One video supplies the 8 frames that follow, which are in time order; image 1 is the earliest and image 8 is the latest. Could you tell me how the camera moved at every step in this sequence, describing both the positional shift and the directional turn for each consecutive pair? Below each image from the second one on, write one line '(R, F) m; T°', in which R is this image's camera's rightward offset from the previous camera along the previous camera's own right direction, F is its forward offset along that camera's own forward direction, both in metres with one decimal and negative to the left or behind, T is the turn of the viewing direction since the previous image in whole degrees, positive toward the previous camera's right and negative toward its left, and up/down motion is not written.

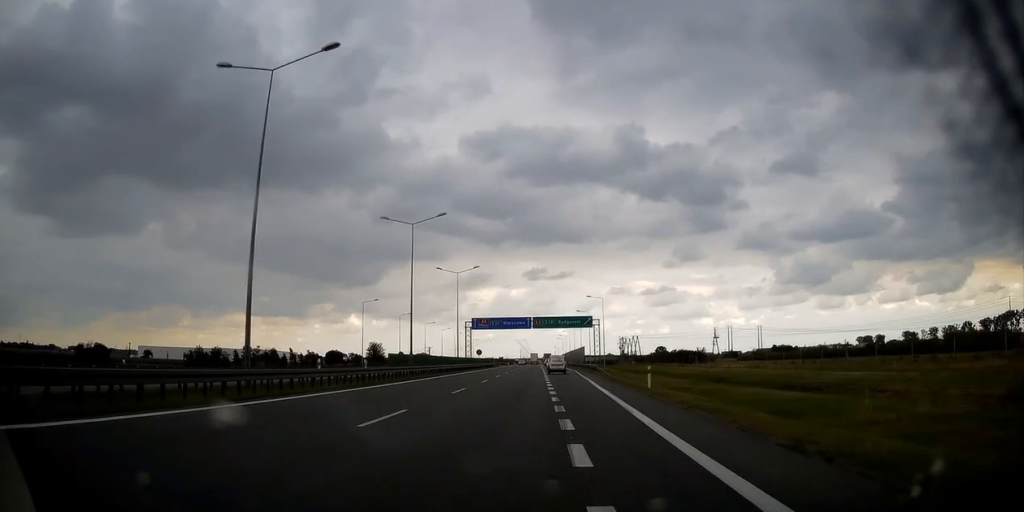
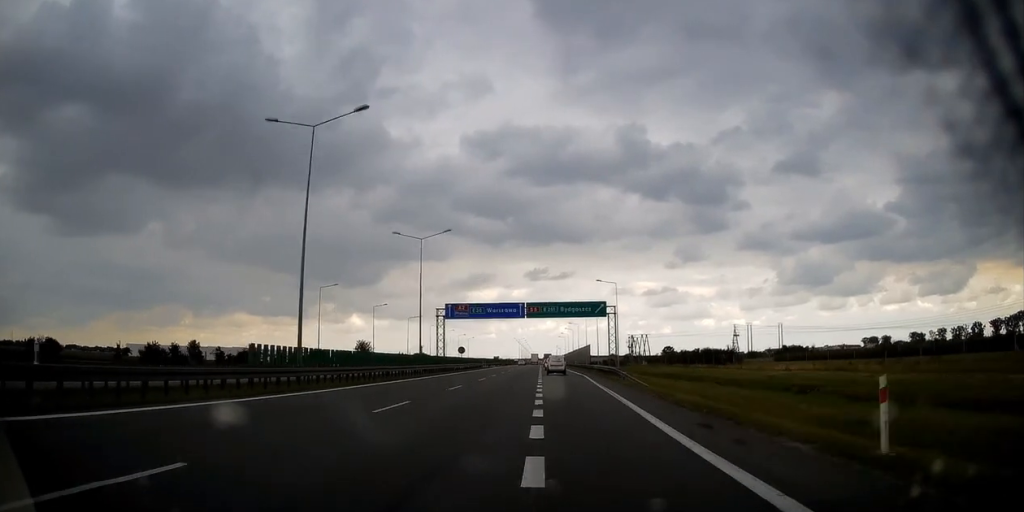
(0.0, +21.3) m; 0°
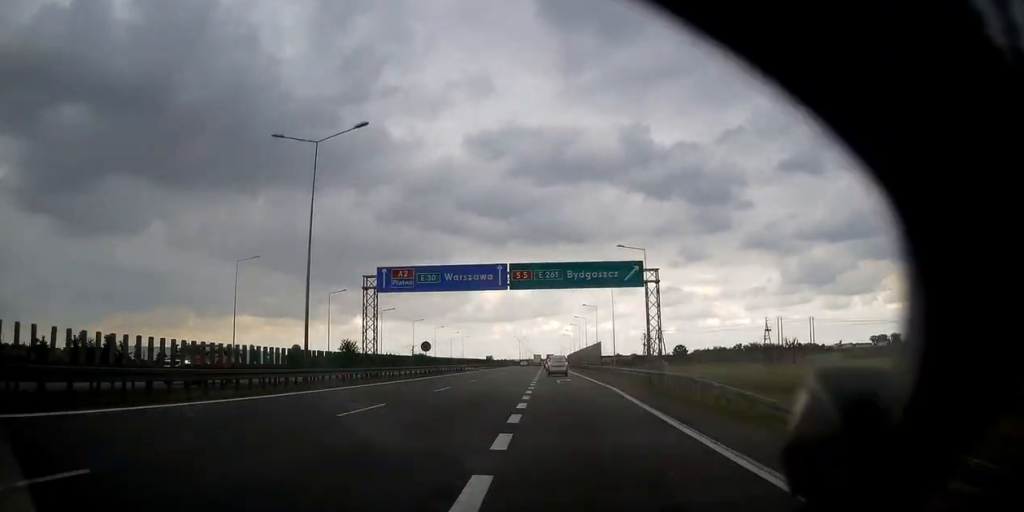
(-0.1, +26.0) m; 0°
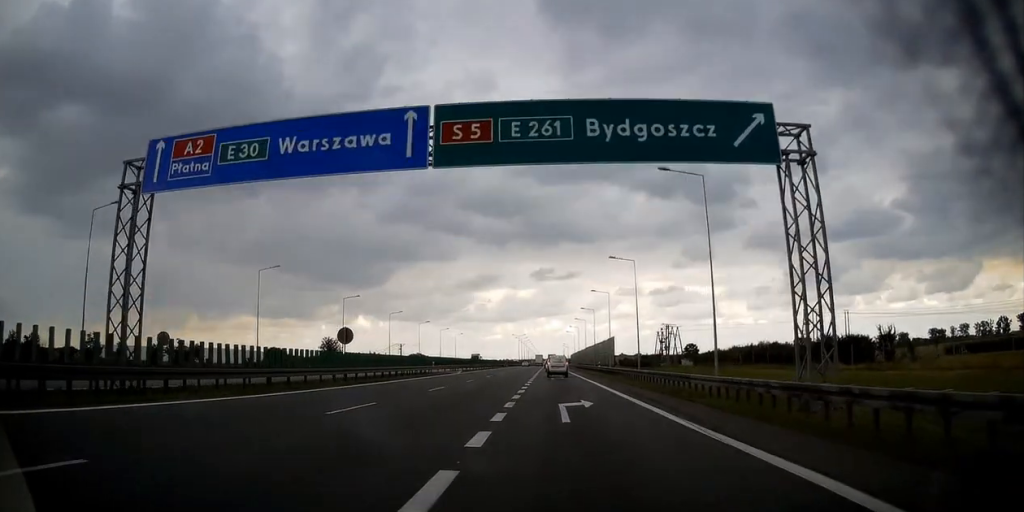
(+0.2, +24.2) m; 0°
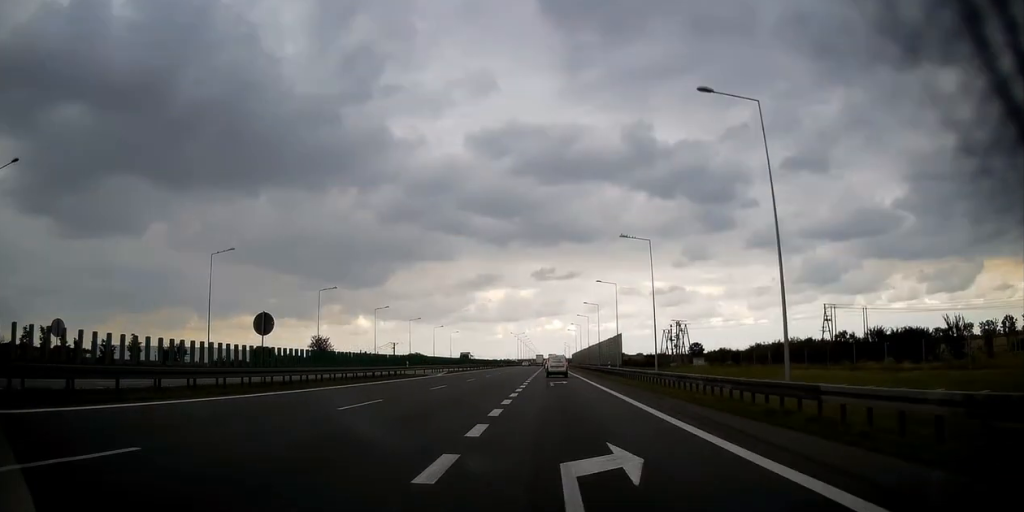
(-0.1, +10.8) m; 0°
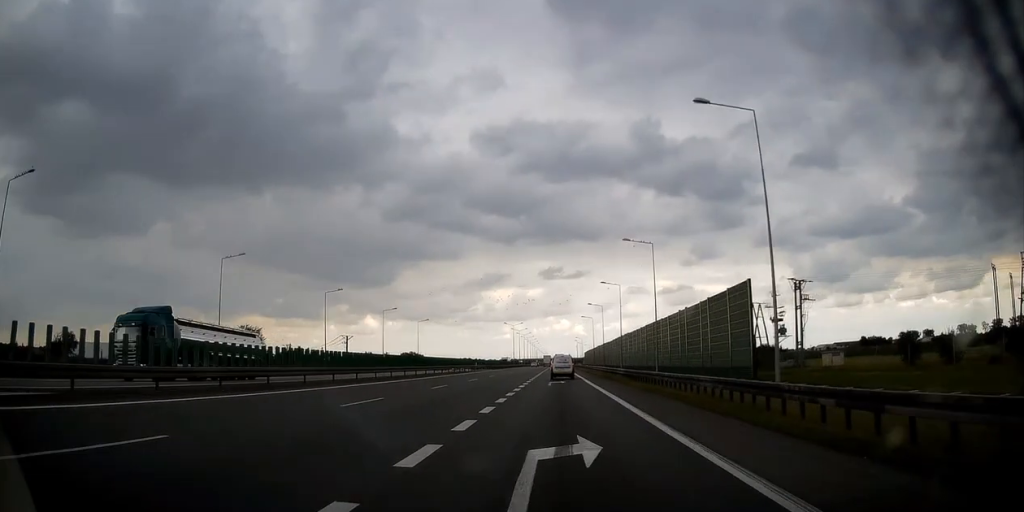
(-0.7, +59.3) m; -1°
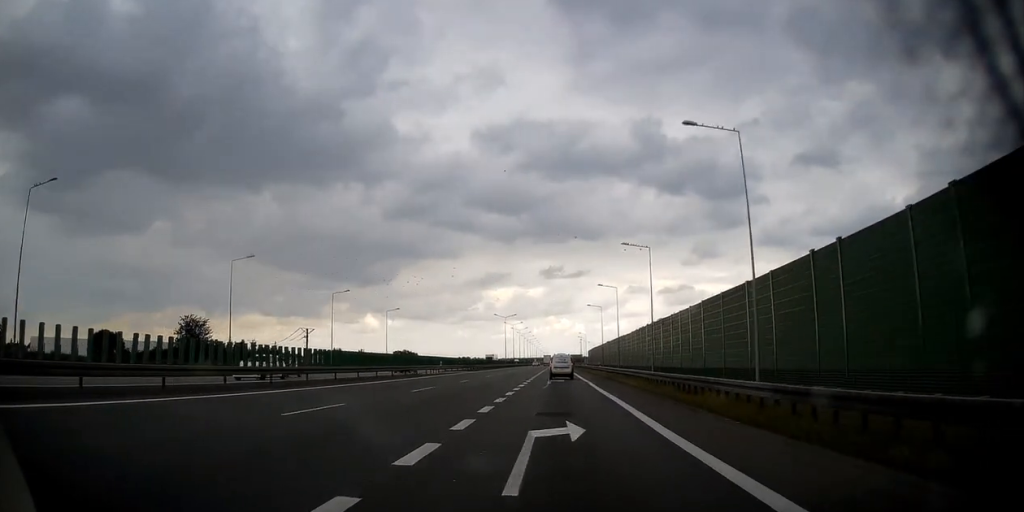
(0.0, +27.6) m; -1°
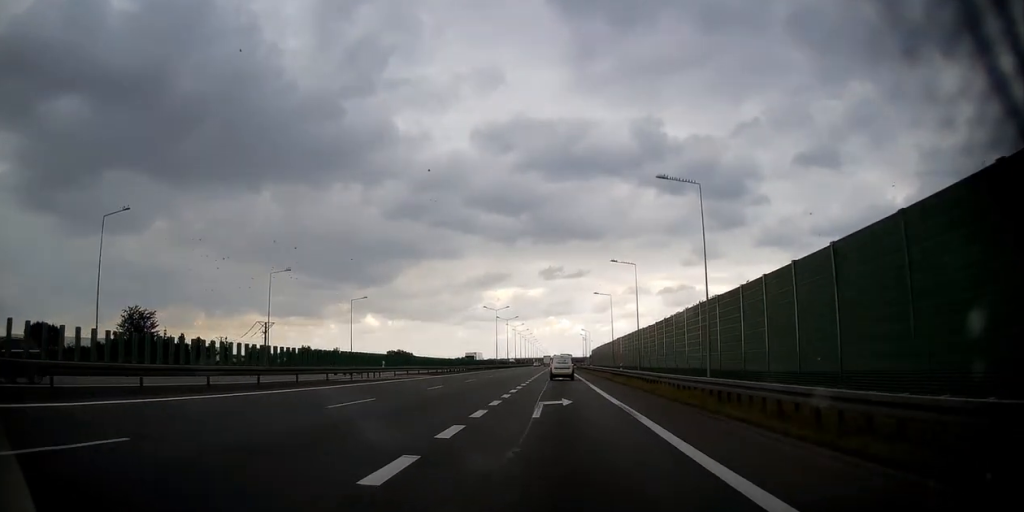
(-0.2, +21.1) m; 0°
